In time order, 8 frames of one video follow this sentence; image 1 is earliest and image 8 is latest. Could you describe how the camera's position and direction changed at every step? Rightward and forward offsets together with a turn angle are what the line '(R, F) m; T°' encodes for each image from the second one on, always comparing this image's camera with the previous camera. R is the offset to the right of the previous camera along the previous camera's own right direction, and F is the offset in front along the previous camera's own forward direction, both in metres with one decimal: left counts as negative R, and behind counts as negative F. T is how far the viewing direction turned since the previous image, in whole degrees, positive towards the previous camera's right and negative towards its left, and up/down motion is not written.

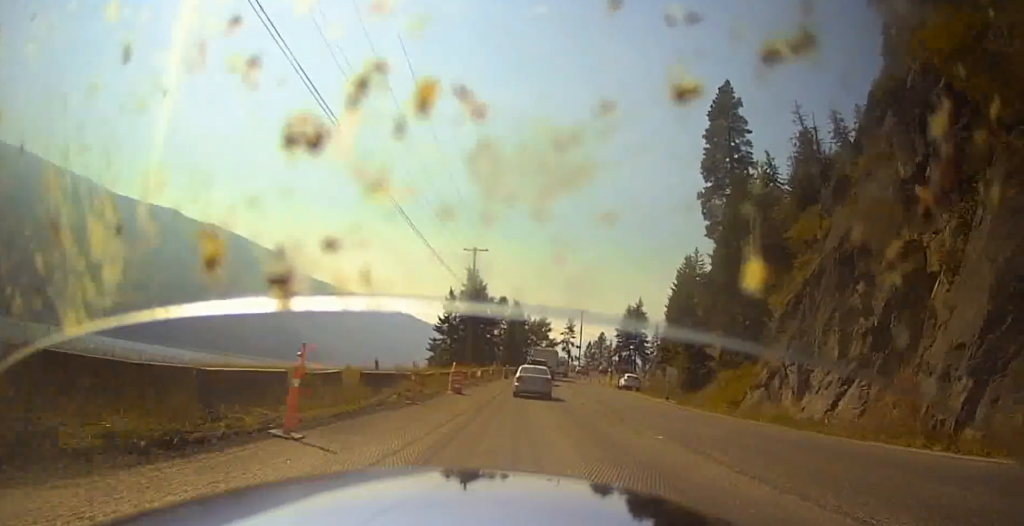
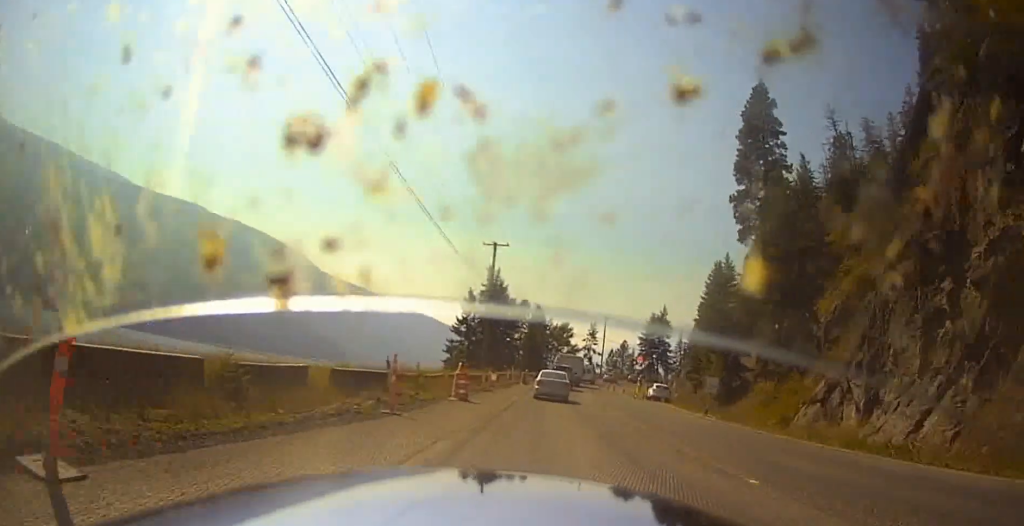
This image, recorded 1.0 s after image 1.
(+0.1, +5.2) m; +2°
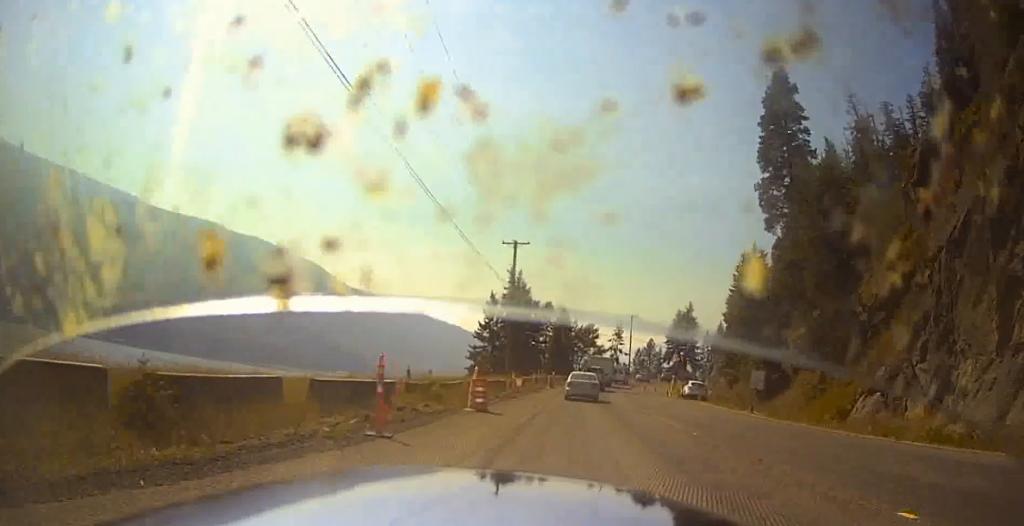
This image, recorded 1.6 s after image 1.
(+0.1, +3.7) m; +1°
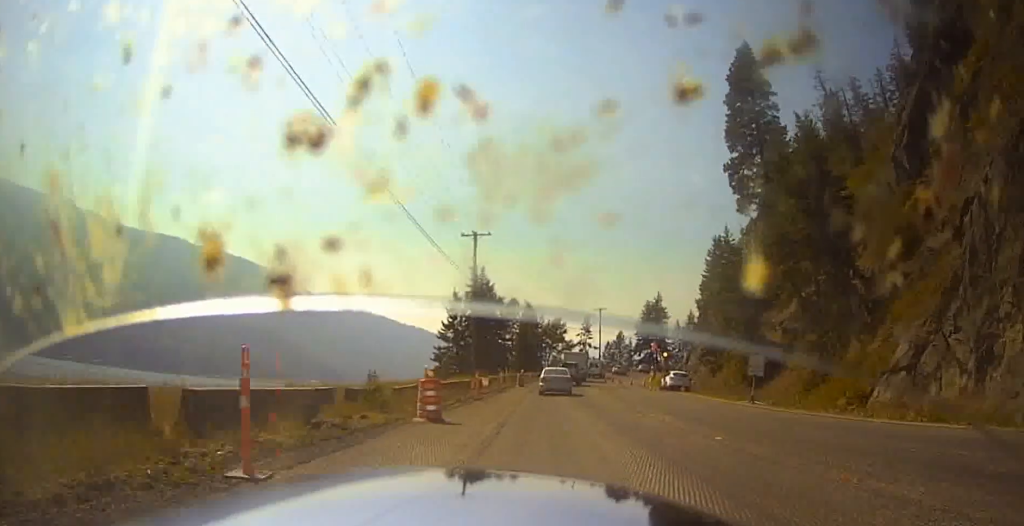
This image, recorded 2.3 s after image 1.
(+0.1, +4.4) m; 0°
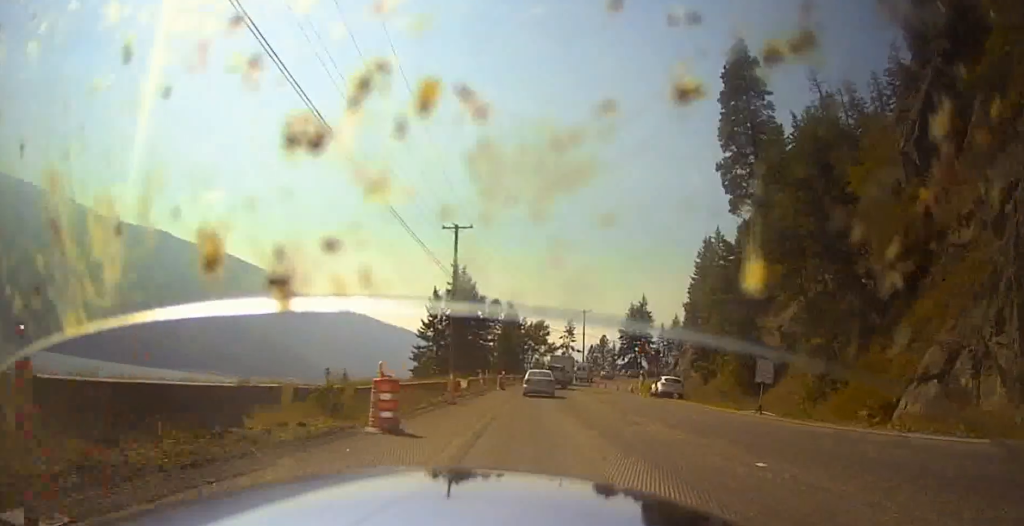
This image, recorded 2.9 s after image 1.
(0.0, +3.3) m; -1°
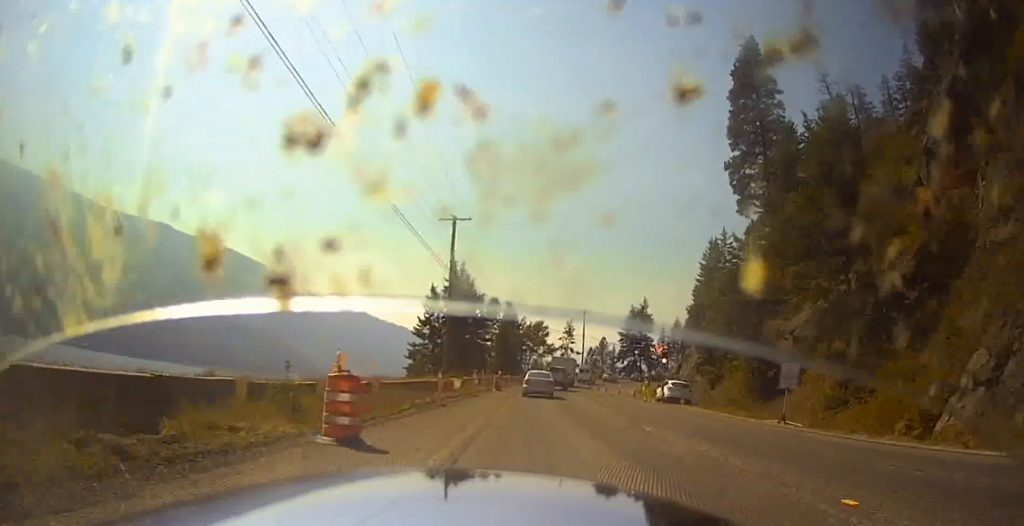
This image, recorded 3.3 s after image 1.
(0.0, +3.0) m; 0°
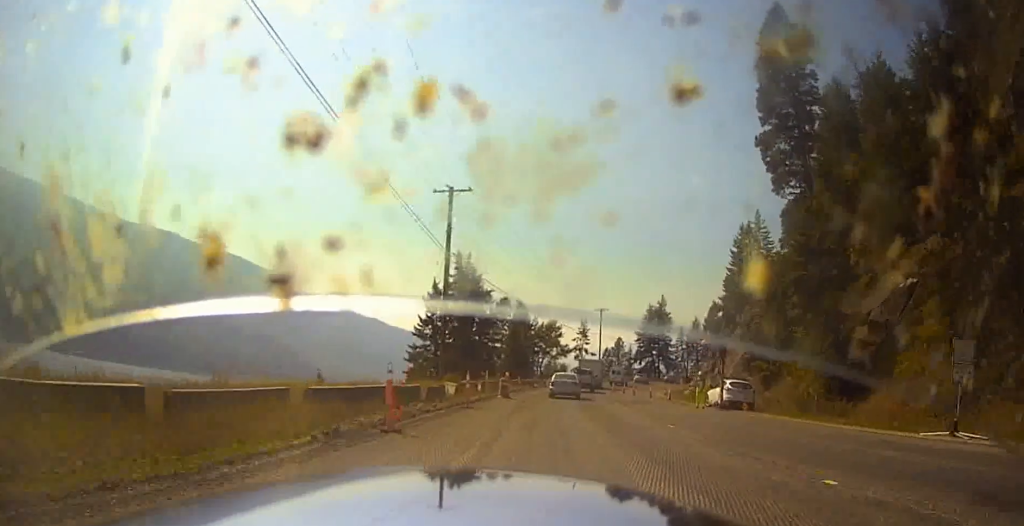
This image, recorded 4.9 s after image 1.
(0.0, +10.5) m; +1°
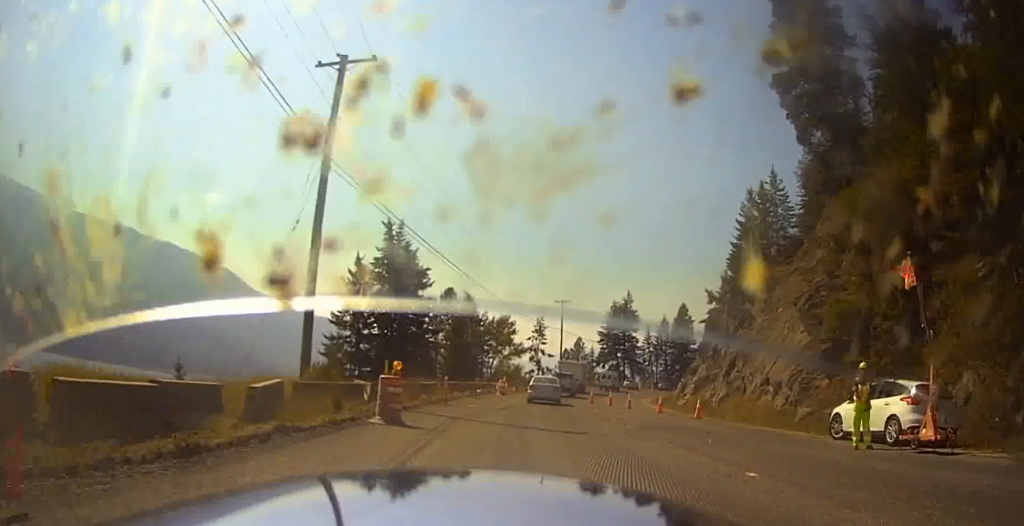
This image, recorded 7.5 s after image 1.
(+0.3, +19.6) m; +1°
